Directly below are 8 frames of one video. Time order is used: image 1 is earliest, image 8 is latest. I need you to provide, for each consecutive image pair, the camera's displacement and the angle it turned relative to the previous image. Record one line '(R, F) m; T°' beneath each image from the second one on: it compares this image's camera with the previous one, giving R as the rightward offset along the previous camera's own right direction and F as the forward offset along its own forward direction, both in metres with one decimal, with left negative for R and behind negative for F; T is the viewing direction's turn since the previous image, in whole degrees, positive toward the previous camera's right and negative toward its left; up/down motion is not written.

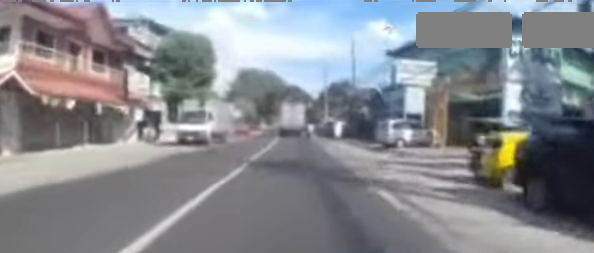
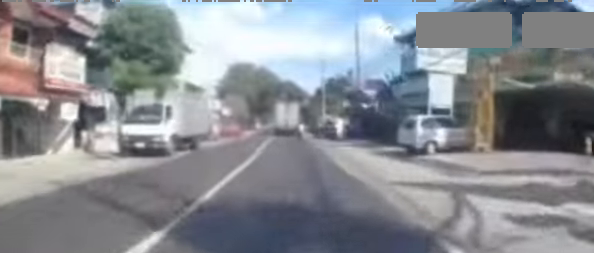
(0.0, +5.4) m; 0°
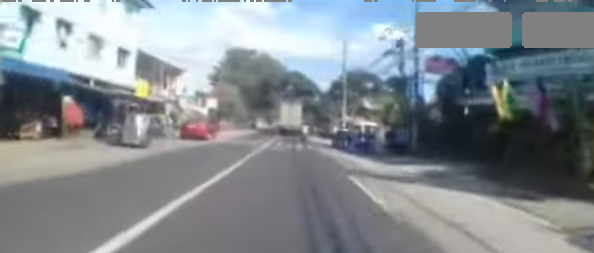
(0.0, +13.8) m; -3°
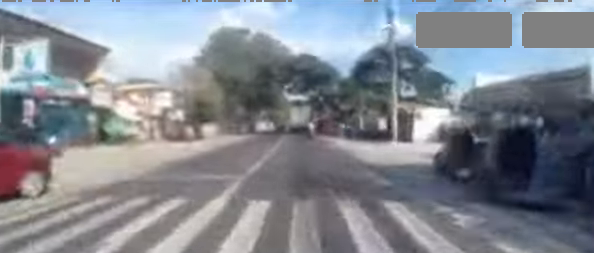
(-0.2, +16.3) m; +1°
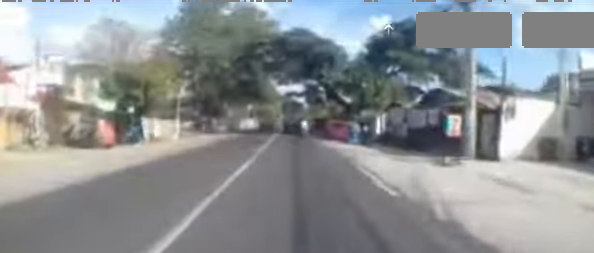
(0.0, +10.5) m; +1°
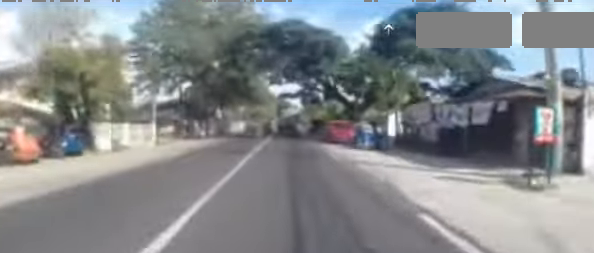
(0.0, +4.1) m; 0°
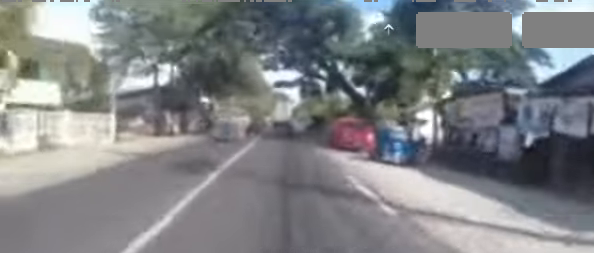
(+0.1, +5.3) m; 0°
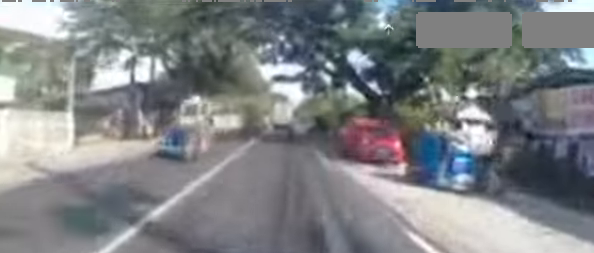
(0.0, +4.1) m; 0°
